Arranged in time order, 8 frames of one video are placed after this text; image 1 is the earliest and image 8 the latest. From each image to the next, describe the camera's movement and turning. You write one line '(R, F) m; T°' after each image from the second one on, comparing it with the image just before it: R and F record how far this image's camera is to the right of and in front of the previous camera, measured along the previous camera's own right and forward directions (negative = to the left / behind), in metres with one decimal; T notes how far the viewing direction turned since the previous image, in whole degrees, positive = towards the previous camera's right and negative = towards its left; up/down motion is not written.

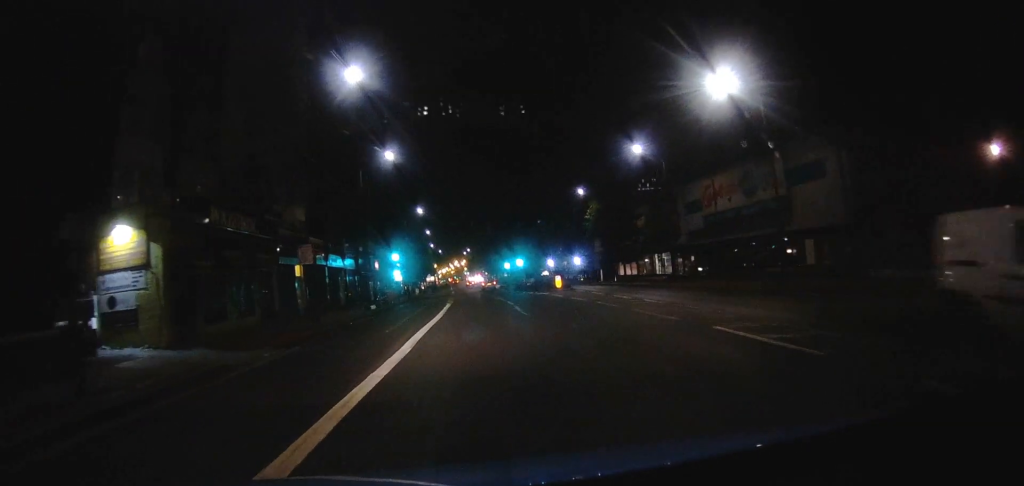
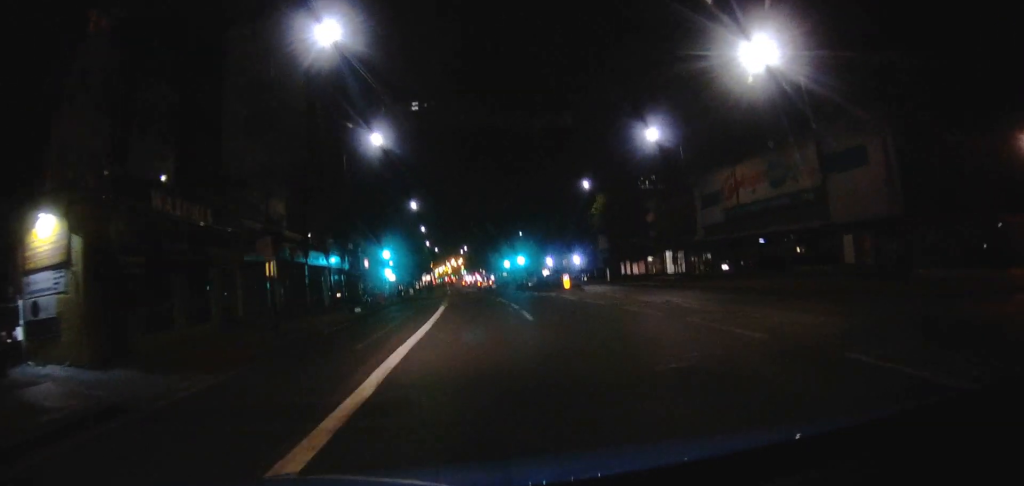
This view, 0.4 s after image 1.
(0.0, +4.0) m; 0°
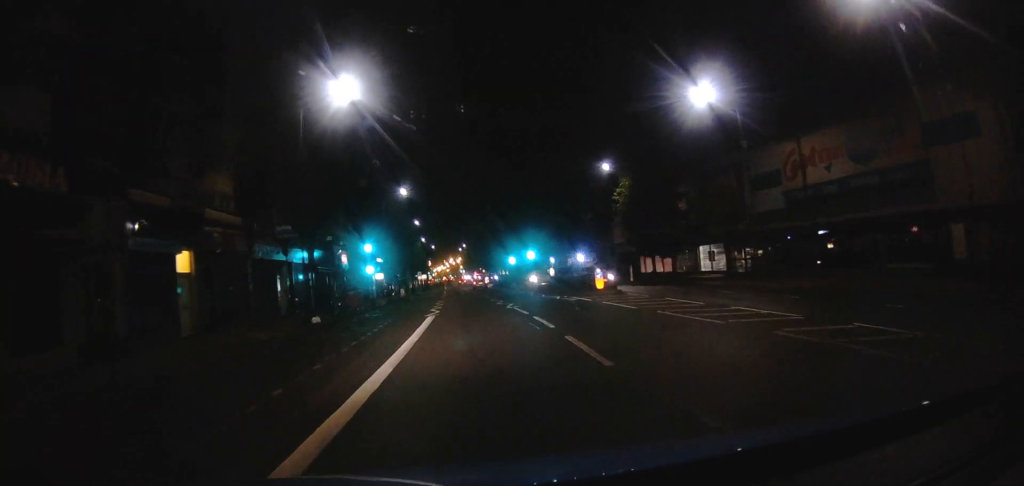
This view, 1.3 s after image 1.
(0.0, +8.6) m; 0°
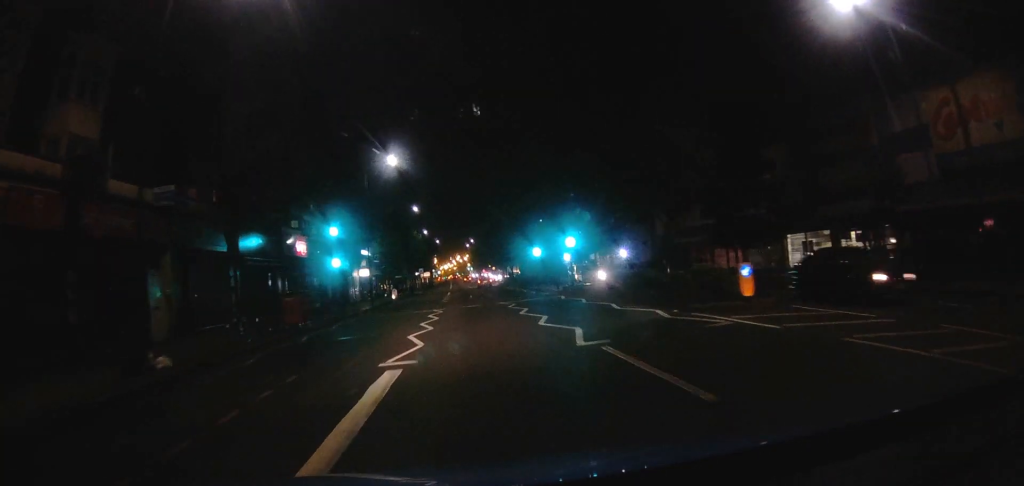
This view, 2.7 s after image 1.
(0.0, +13.0) m; 0°
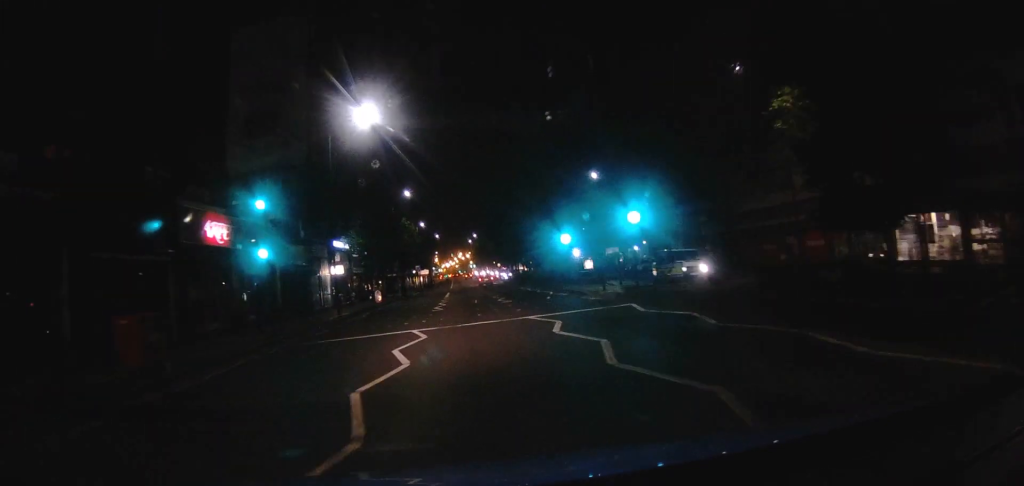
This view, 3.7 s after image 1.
(0.0, +11.0) m; 0°
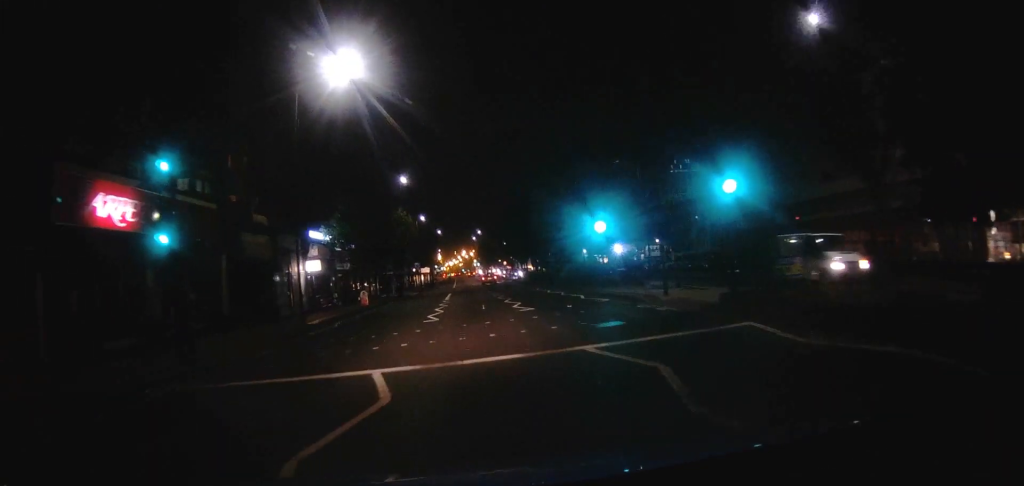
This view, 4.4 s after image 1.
(0.0, +6.9) m; 0°
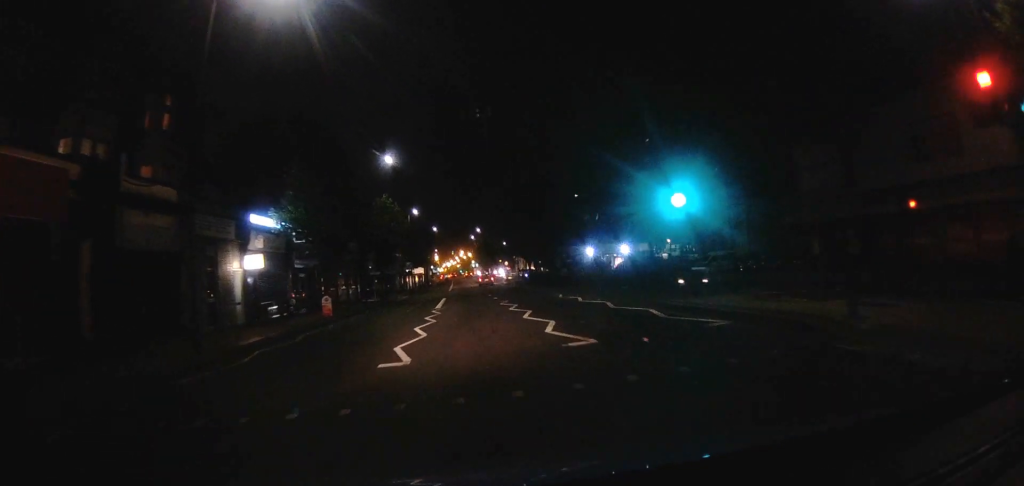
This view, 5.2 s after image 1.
(0.0, +8.8) m; 0°
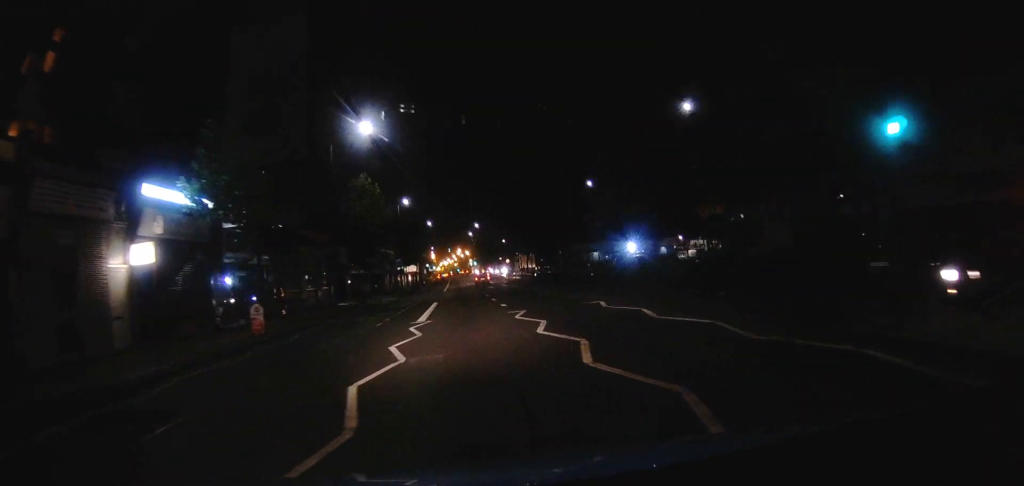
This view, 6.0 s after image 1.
(0.0, +8.4) m; 0°
